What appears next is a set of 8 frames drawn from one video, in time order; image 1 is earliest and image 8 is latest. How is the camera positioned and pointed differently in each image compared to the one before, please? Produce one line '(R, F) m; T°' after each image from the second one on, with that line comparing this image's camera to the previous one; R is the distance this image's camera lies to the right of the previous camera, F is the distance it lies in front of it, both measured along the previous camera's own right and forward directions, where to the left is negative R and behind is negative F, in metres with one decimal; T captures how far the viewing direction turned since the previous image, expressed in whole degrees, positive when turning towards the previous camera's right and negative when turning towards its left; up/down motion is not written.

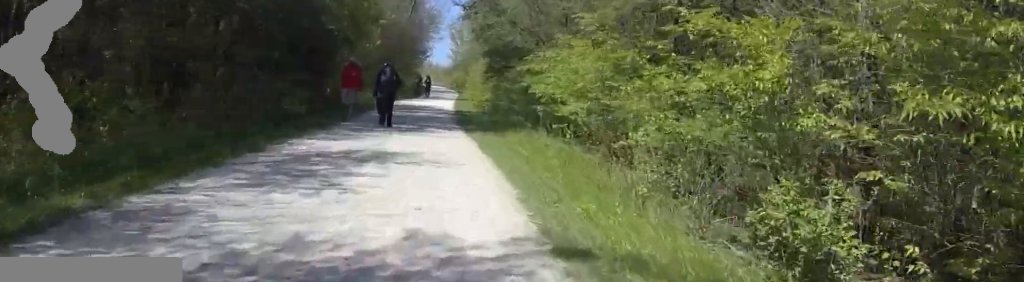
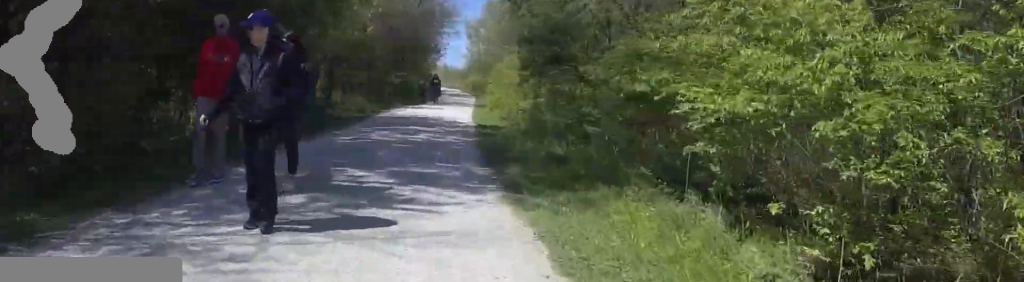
(0.0, +8.7) m; -1°
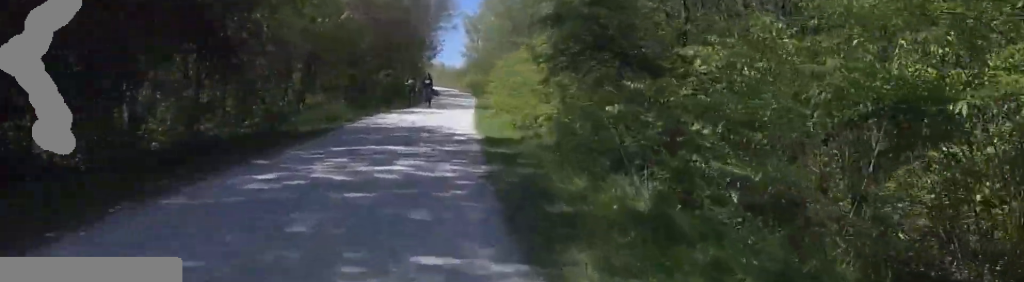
(0.0, +4.9) m; -8°
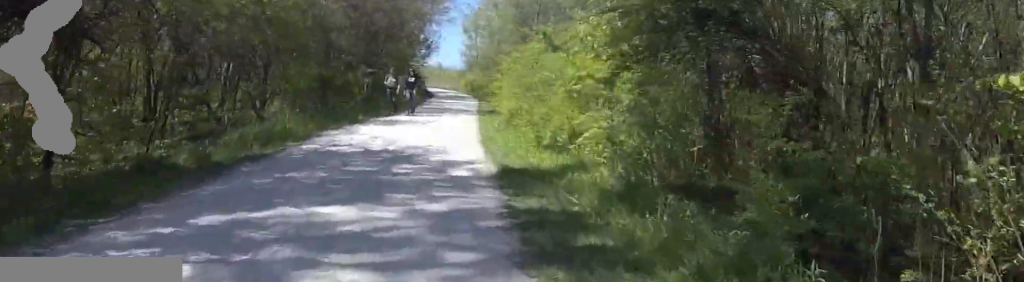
(-0.7, +5.1) m; -2°
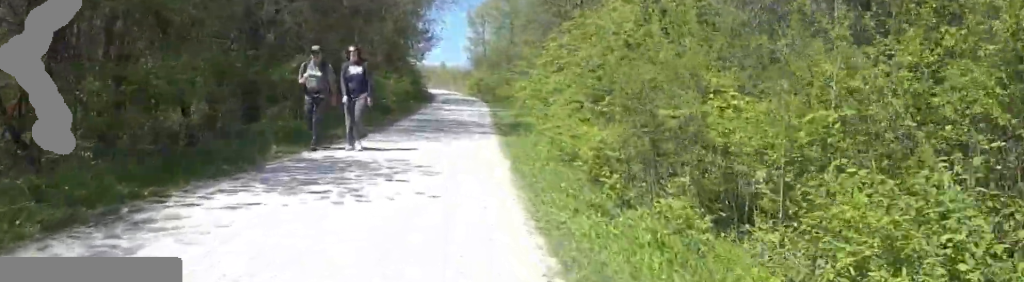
(+0.9, +9.4) m; +10°
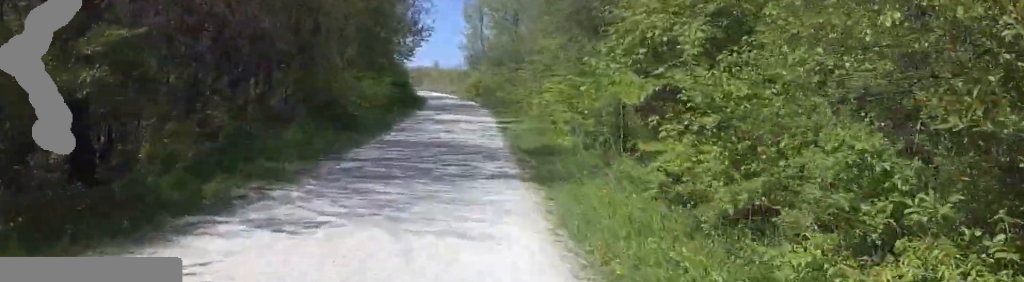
(0.0, +6.9) m; 0°
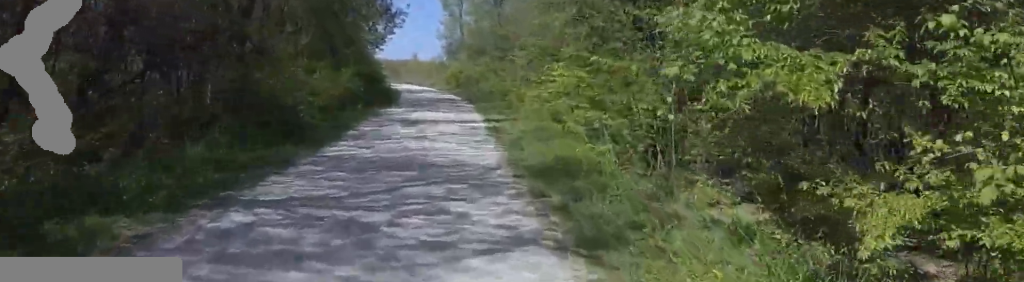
(0.0, +3.8) m; 0°
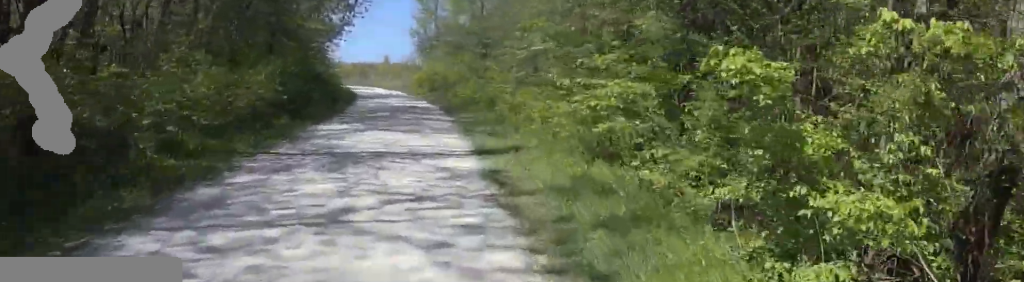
(0.0, +5.9) m; 0°
